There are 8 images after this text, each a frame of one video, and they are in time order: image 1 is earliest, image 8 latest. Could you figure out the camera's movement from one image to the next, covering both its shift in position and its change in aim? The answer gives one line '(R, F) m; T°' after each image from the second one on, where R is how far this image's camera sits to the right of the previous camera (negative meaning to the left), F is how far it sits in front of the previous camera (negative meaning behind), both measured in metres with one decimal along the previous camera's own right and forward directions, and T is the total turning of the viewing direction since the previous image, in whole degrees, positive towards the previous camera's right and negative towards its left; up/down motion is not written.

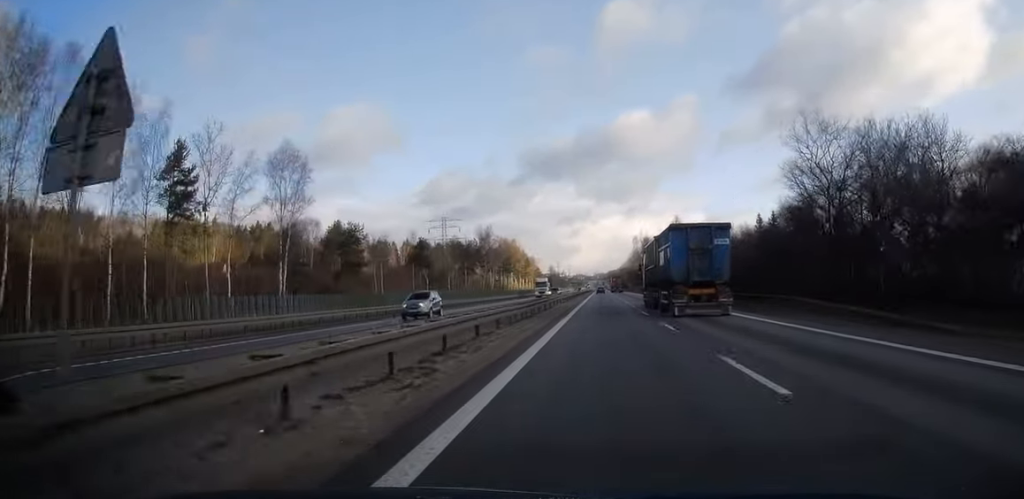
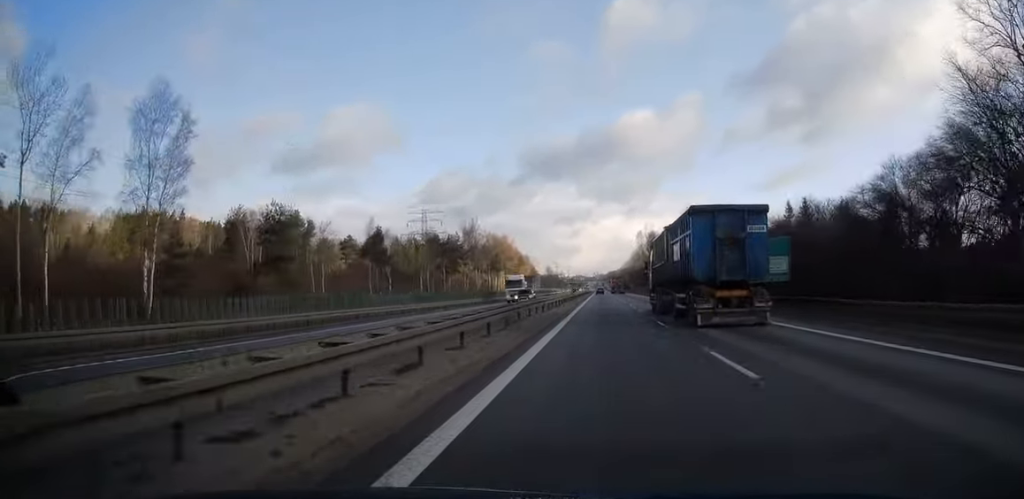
(0.0, +22.1) m; 0°
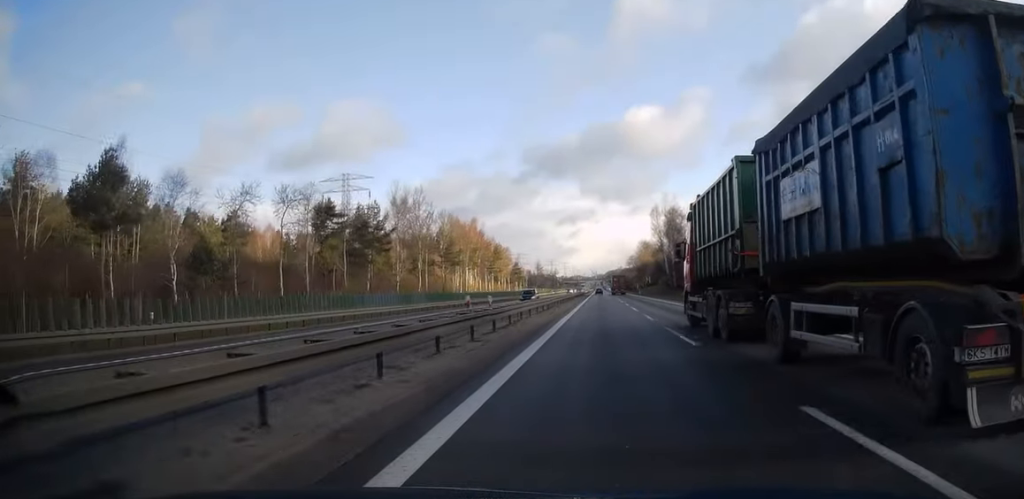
(0.0, +54.2) m; 0°
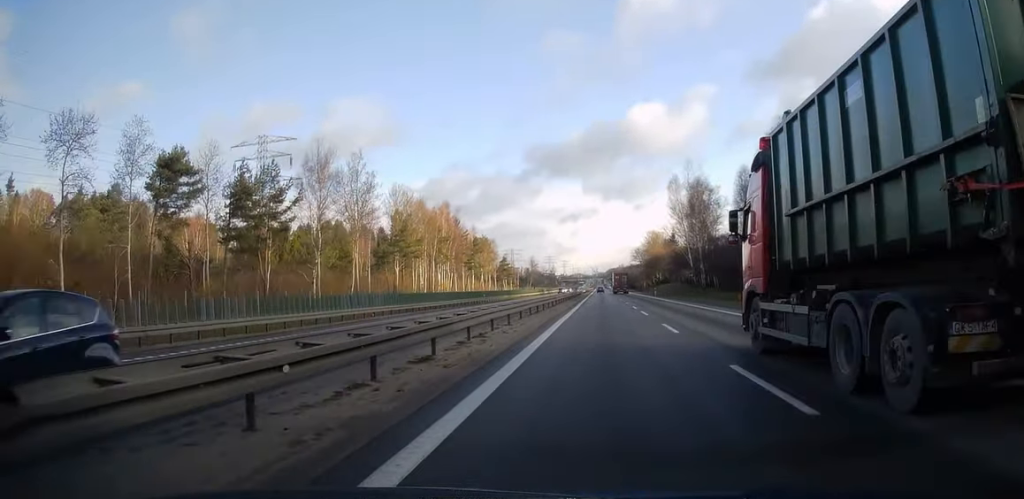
(0.0, +32.2) m; 0°
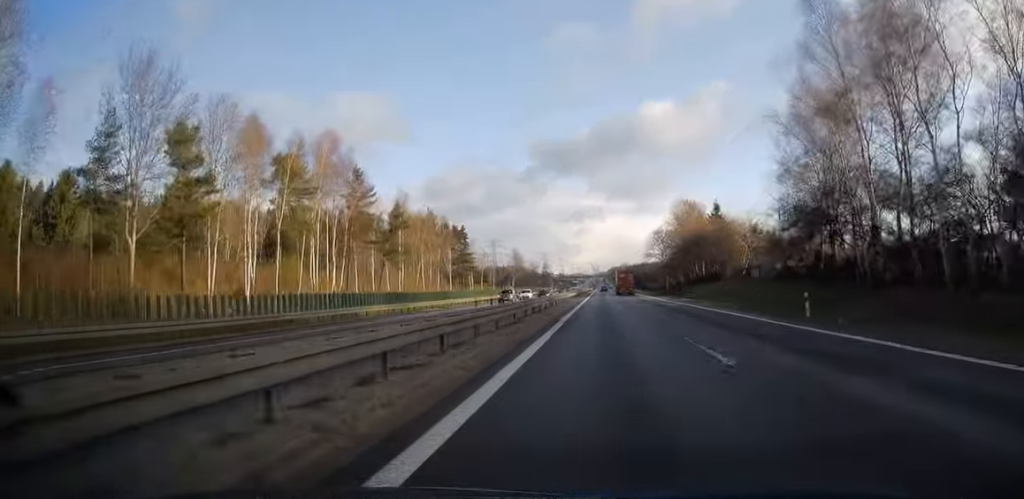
(0.0, +63.7) m; 0°
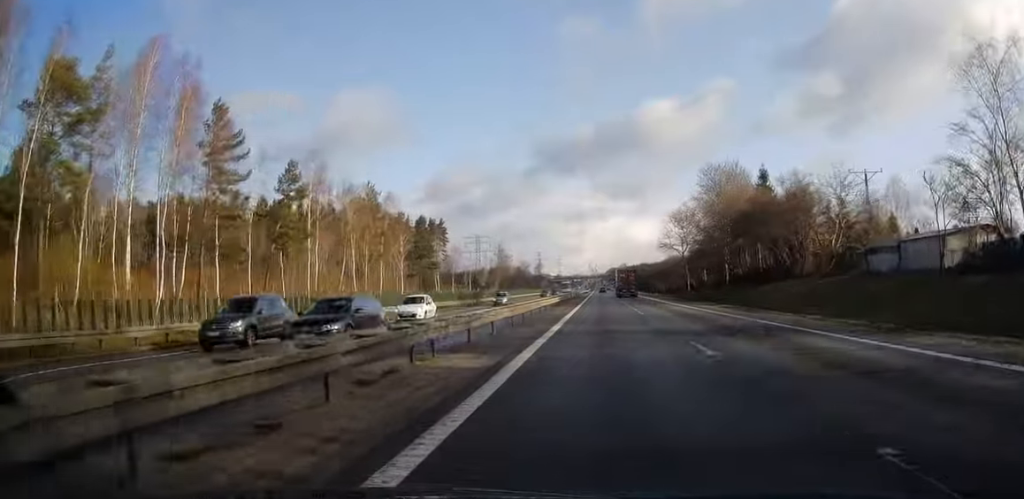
(+0.1, +34.4) m; 0°
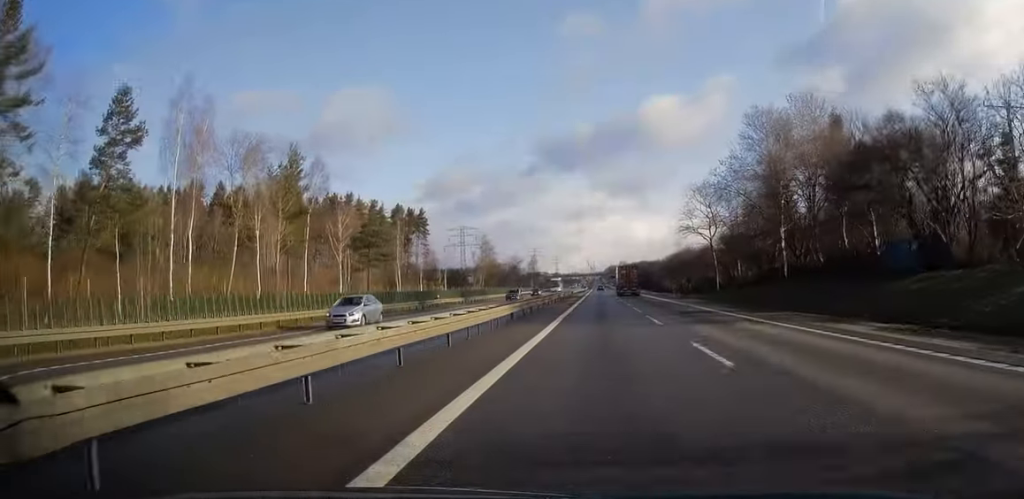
(0.0, +26.0) m; 0°
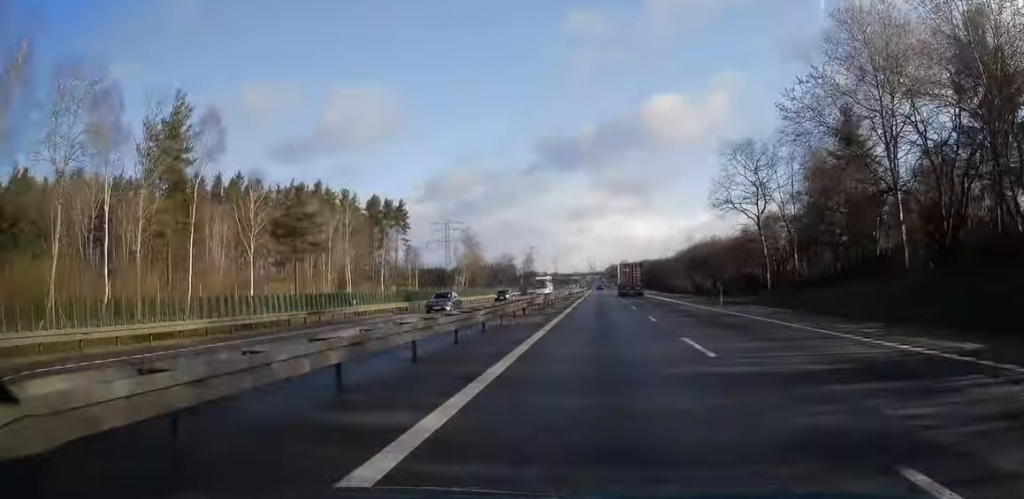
(0.0, +22.7) m; 0°
